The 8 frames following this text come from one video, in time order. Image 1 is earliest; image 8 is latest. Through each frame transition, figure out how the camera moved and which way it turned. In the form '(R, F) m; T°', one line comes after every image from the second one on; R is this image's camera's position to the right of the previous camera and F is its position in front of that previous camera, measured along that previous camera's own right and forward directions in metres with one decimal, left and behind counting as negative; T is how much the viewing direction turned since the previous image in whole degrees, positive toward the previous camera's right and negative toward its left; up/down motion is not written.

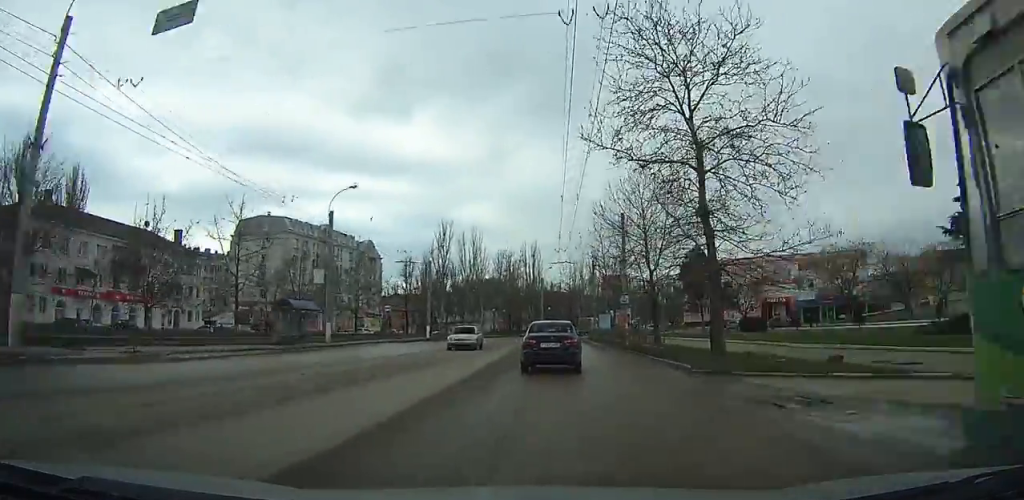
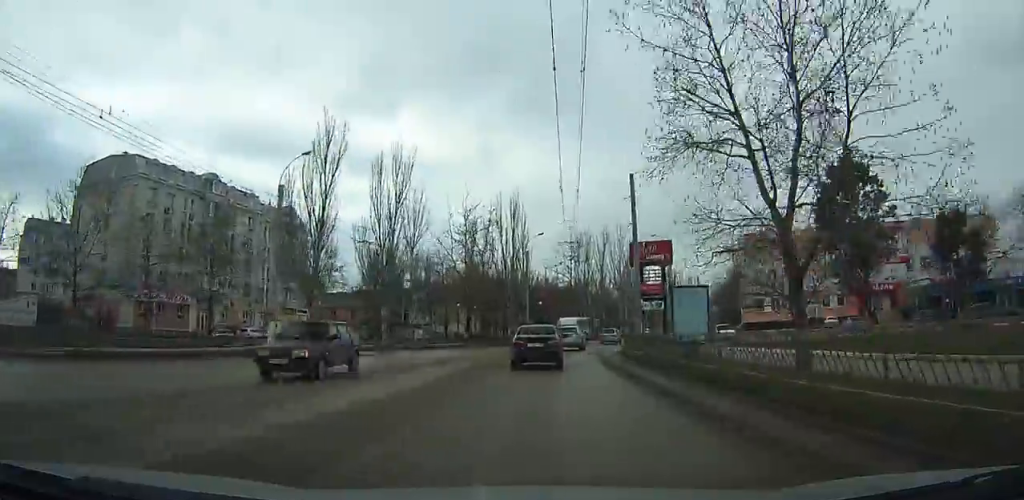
(-0.1, +40.0) m; 0°
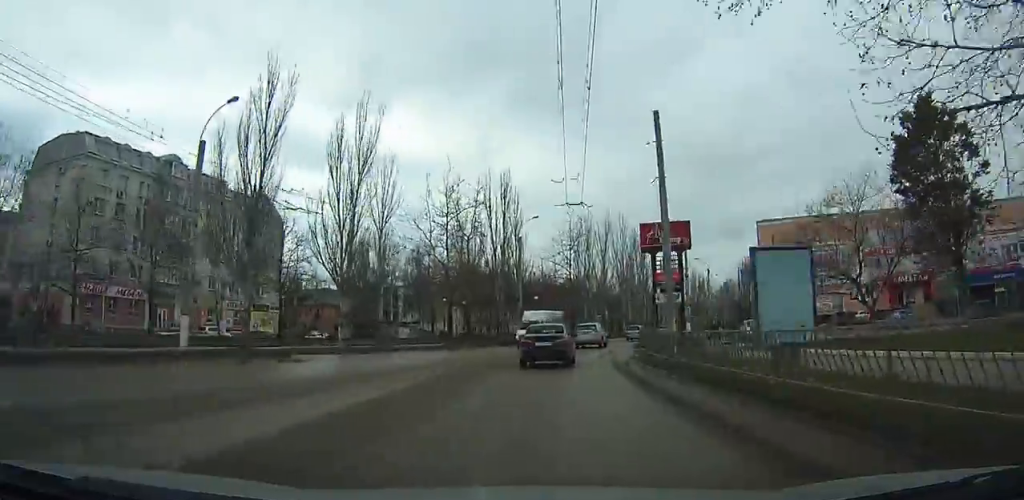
(-0.1, +8.3) m; +1°
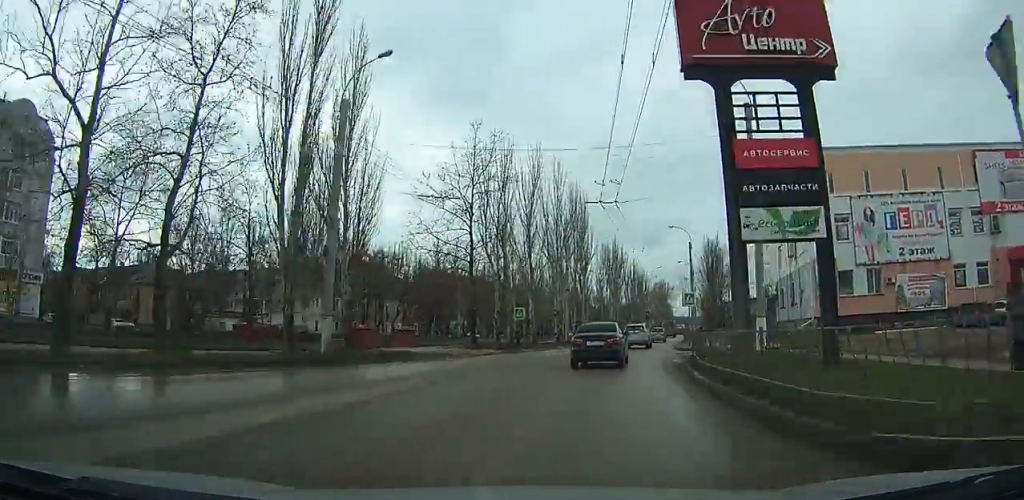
(+2.2, +33.1) m; +9°
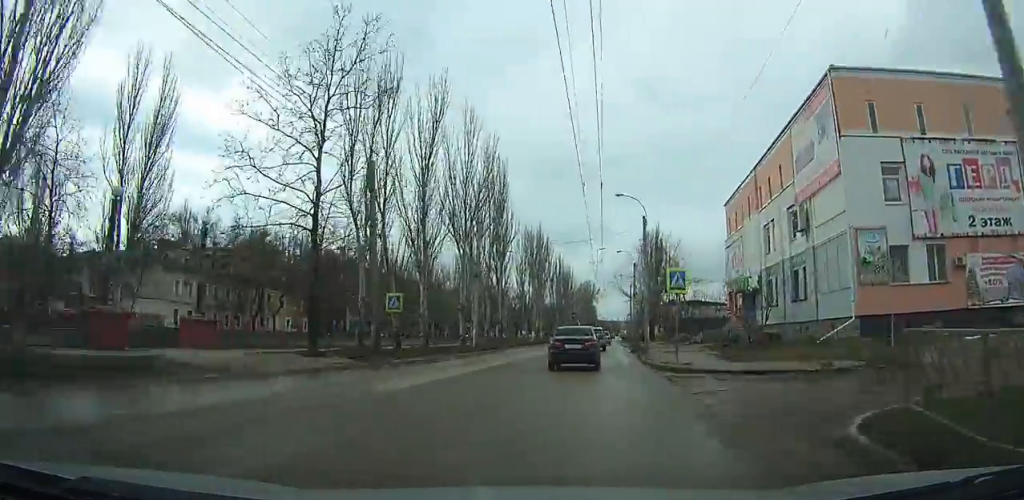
(+0.7, +16.3) m; +5°
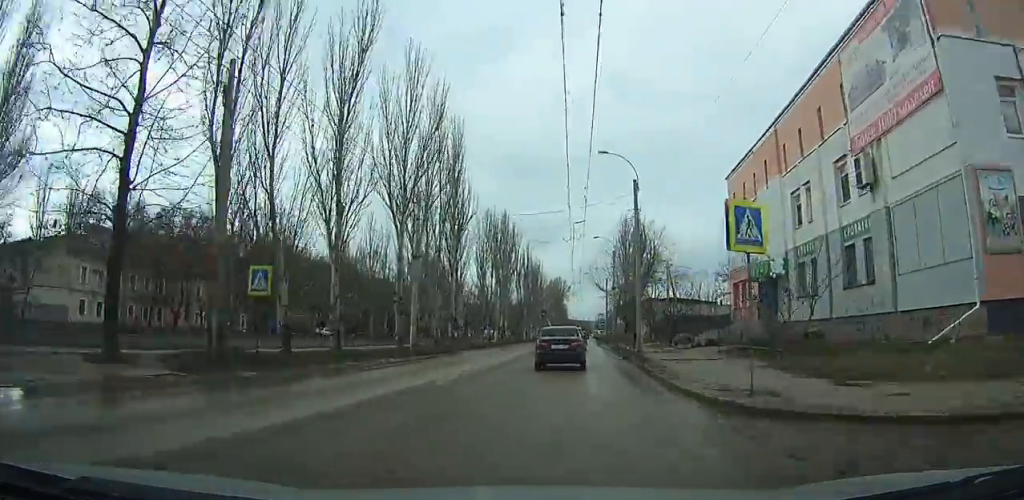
(+0.5, +11.1) m; +3°
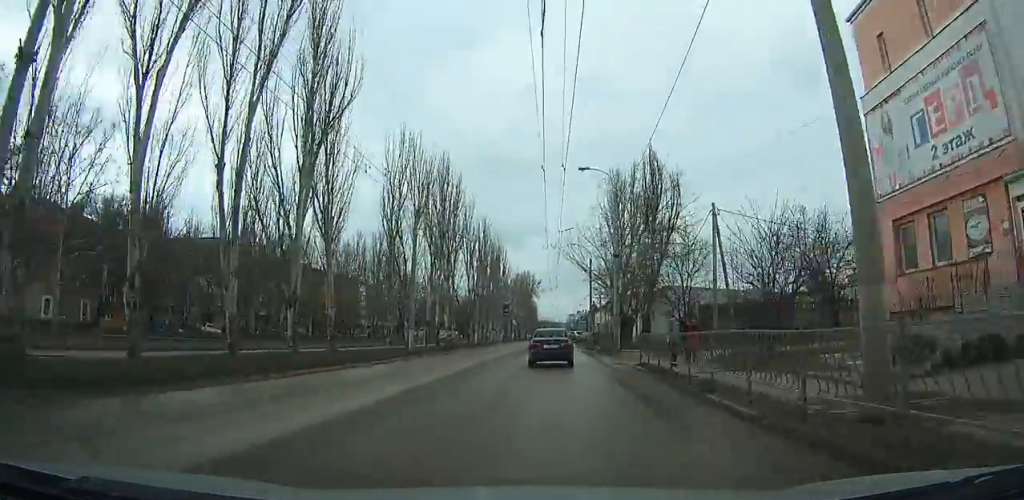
(+1.2, +27.5) m; +3°
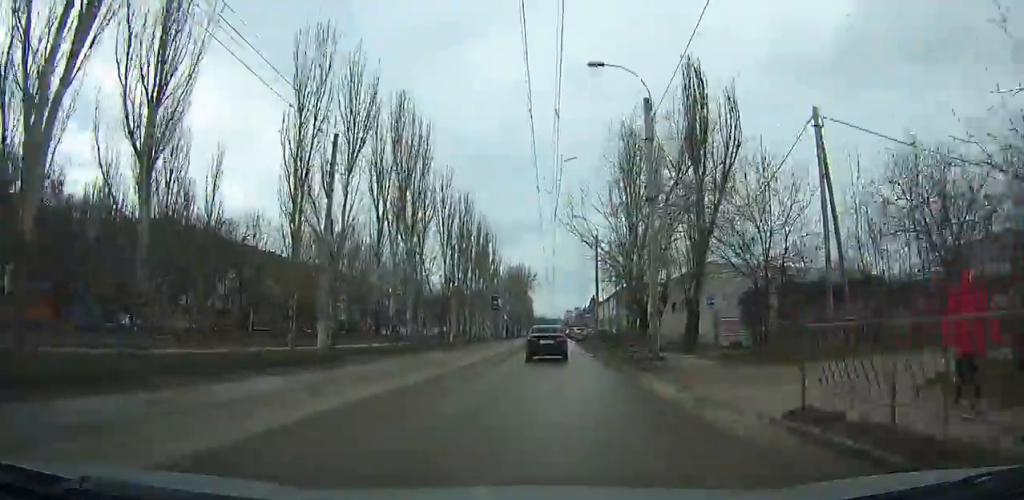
(0.0, +14.8) m; 0°
